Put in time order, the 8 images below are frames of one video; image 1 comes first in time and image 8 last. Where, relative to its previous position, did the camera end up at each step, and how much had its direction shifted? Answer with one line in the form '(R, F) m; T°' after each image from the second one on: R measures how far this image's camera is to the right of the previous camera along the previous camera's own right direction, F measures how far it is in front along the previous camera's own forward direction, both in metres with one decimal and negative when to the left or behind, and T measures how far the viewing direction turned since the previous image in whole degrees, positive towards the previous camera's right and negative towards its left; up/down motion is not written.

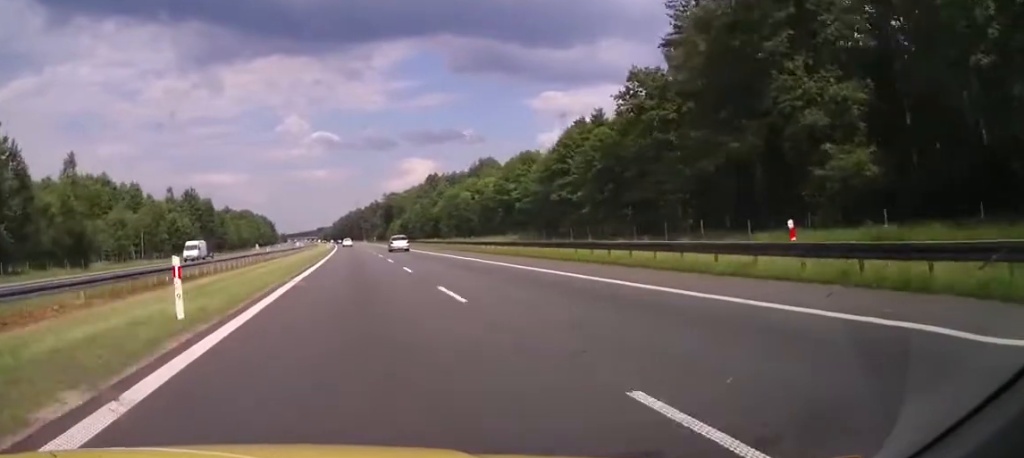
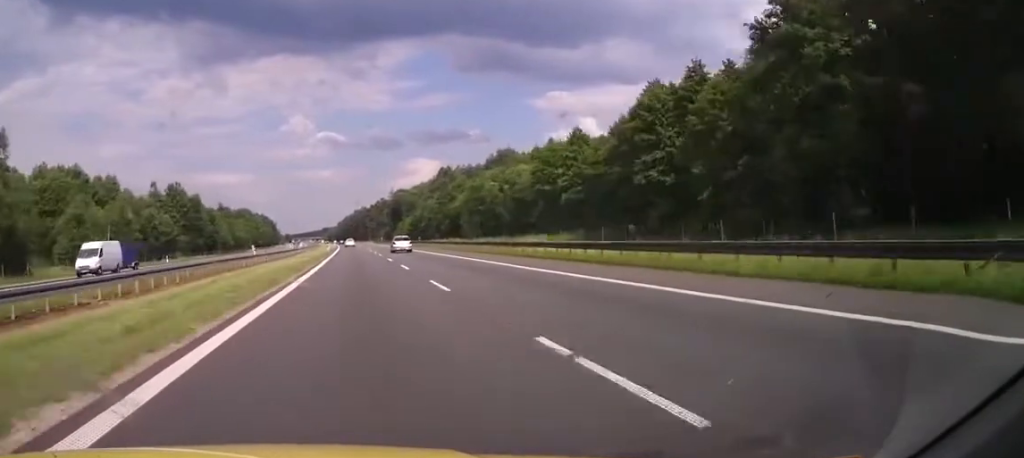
(-0.1, +20.0) m; -1°
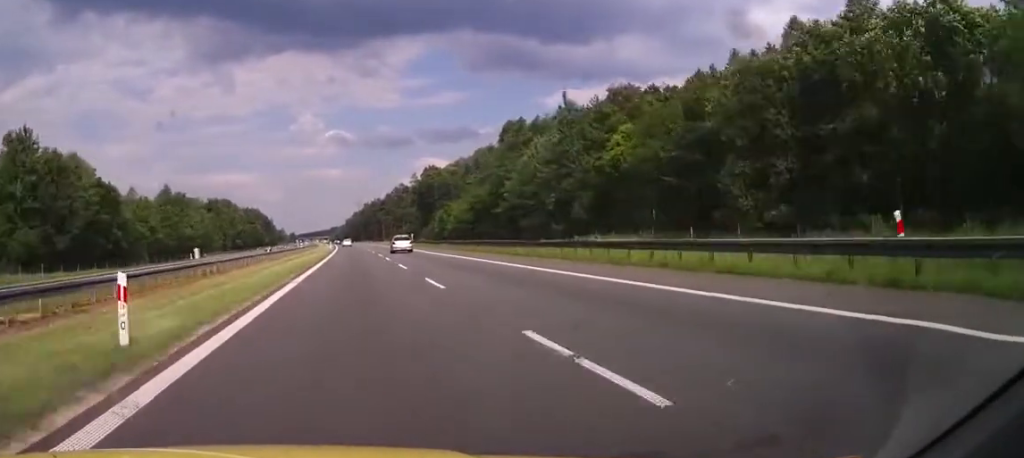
(-0.9, +76.6) m; -1°
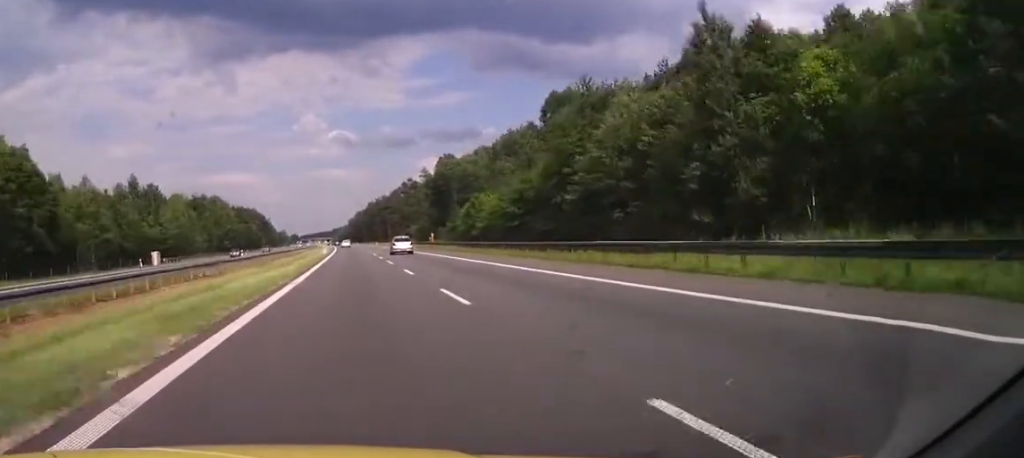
(0.0, +25.6) m; 0°
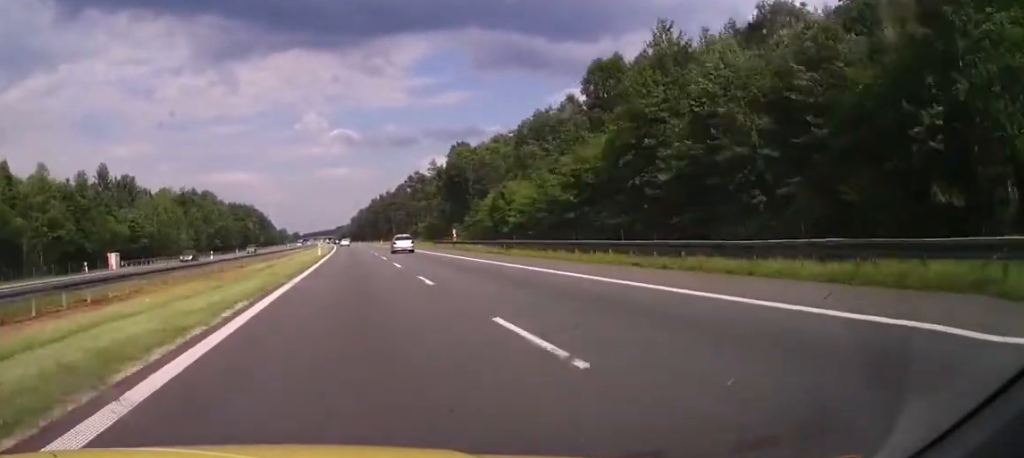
(0.0, +17.1) m; 0°
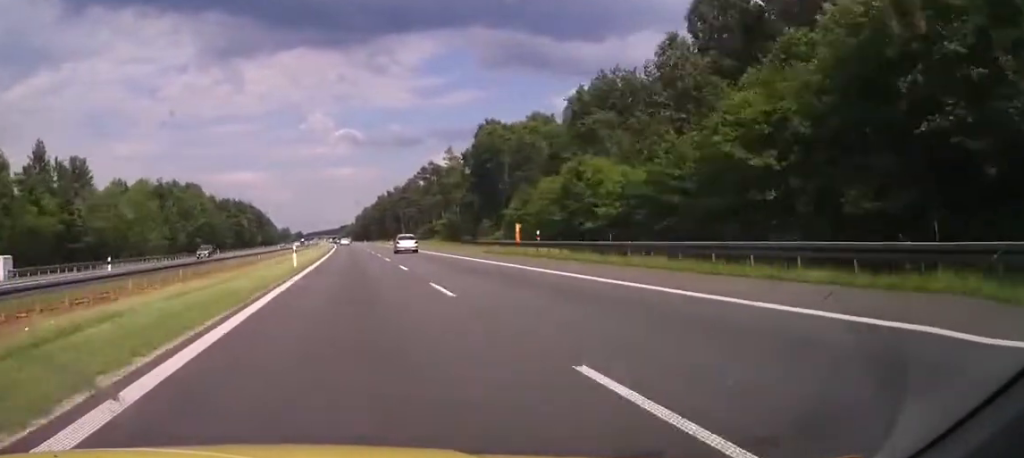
(-0.2, +25.7) m; 0°
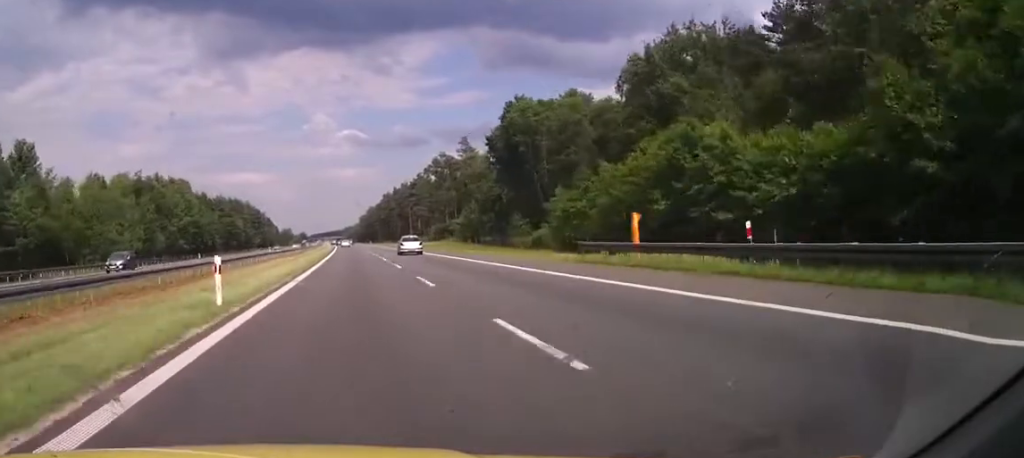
(-0.1, +20.2) m; 0°
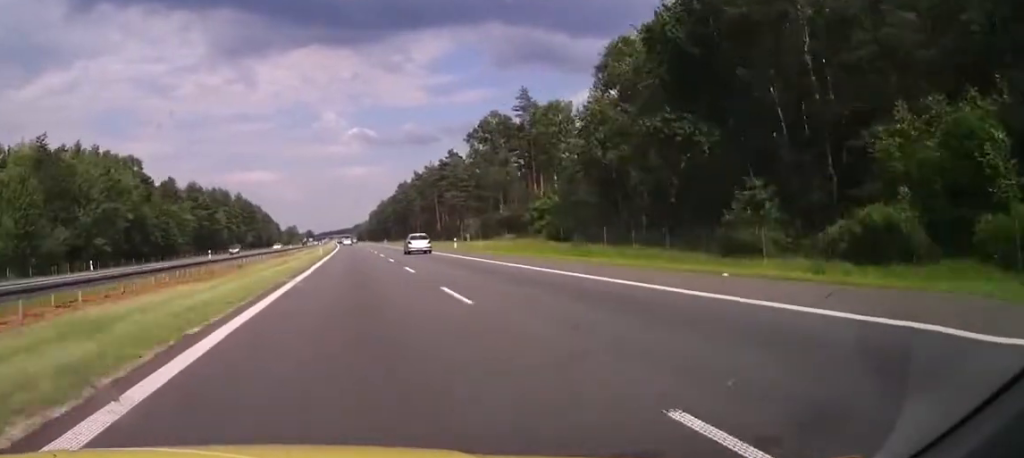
(-0.3, +56.0) m; -1°
